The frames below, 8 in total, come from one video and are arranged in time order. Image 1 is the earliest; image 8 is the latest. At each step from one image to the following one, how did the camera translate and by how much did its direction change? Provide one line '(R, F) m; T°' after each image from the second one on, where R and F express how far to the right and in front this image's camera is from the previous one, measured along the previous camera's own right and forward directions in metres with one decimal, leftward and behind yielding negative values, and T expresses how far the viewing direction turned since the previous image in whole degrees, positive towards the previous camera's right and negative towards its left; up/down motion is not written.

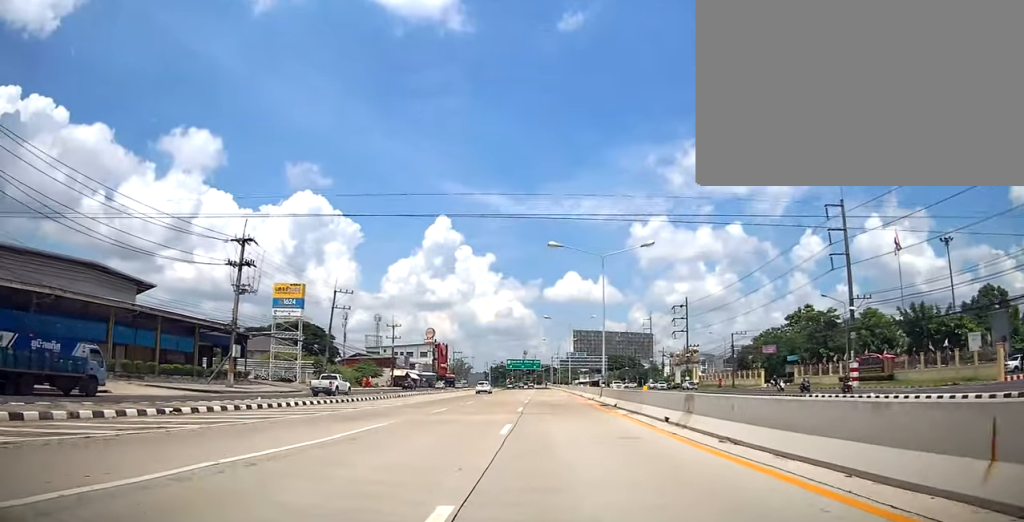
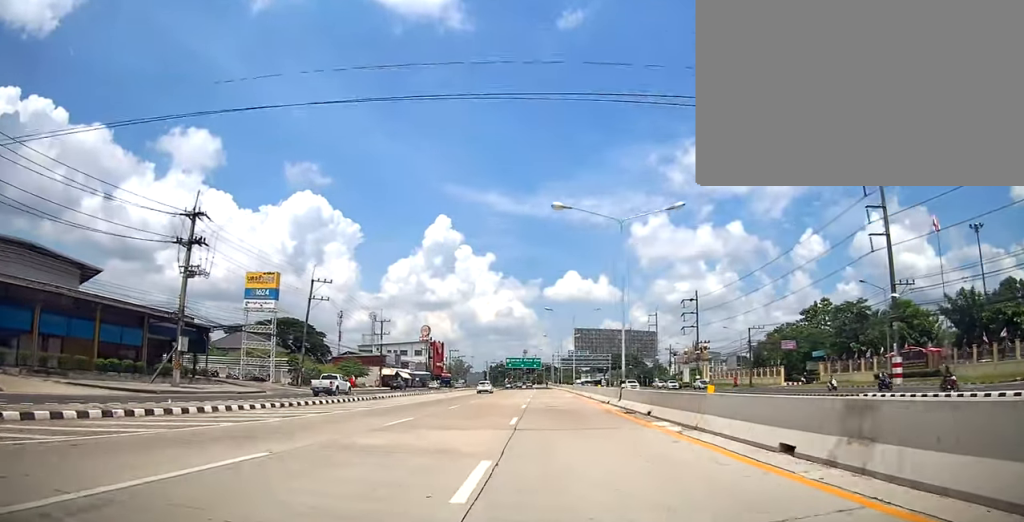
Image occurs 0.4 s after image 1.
(0.0, +7.5) m; 0°
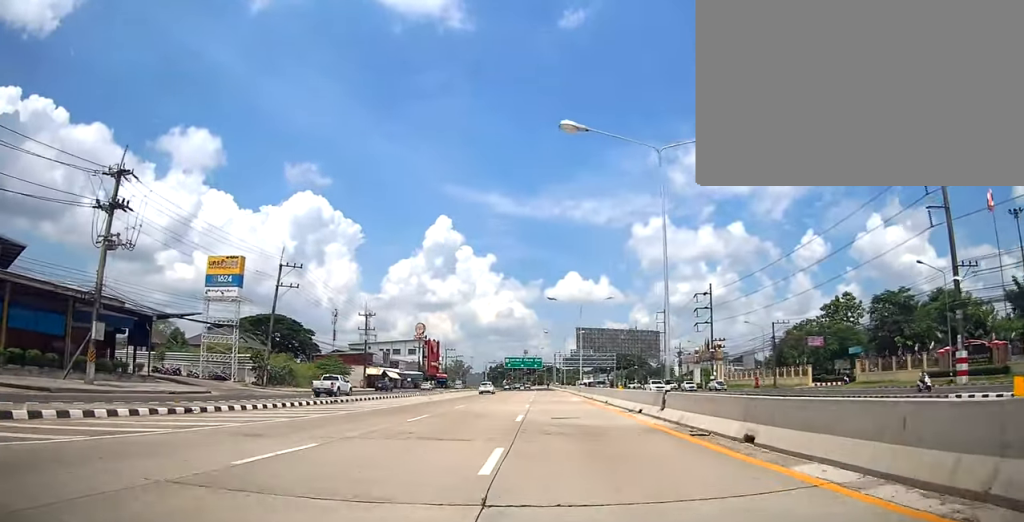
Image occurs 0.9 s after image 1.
(0.0, +8.7) m; 0°
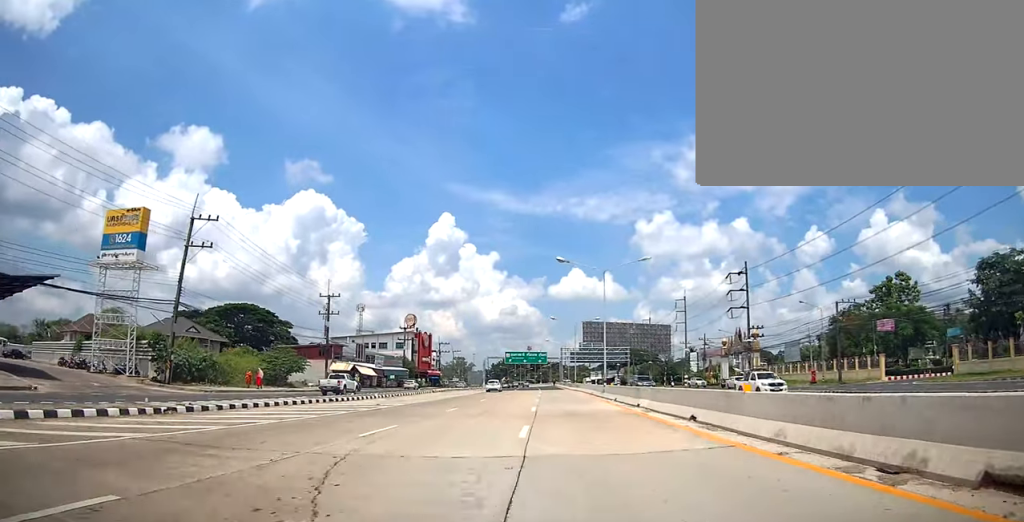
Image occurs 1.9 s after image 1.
(+0.1, +16.5) m; -2°
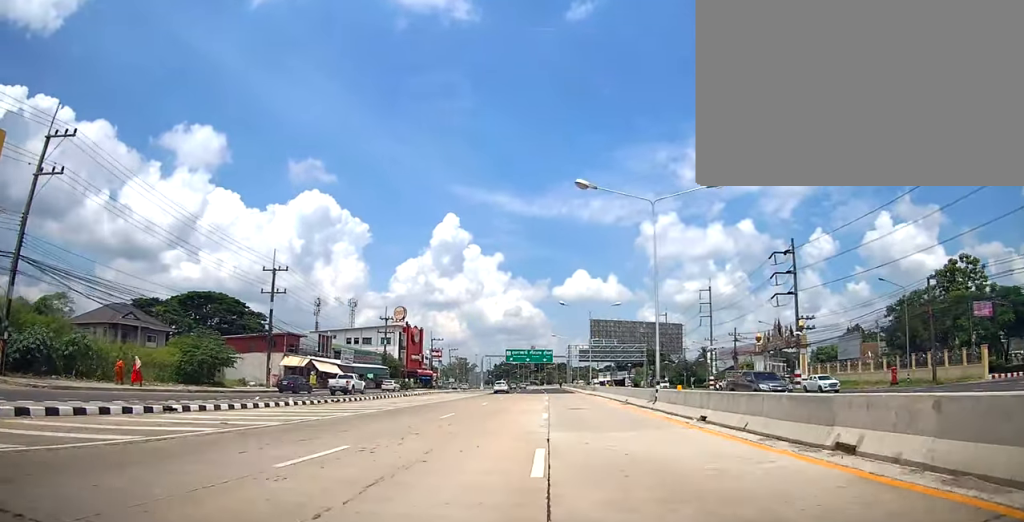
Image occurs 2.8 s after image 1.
(-0.7, +15.5) m; -1°
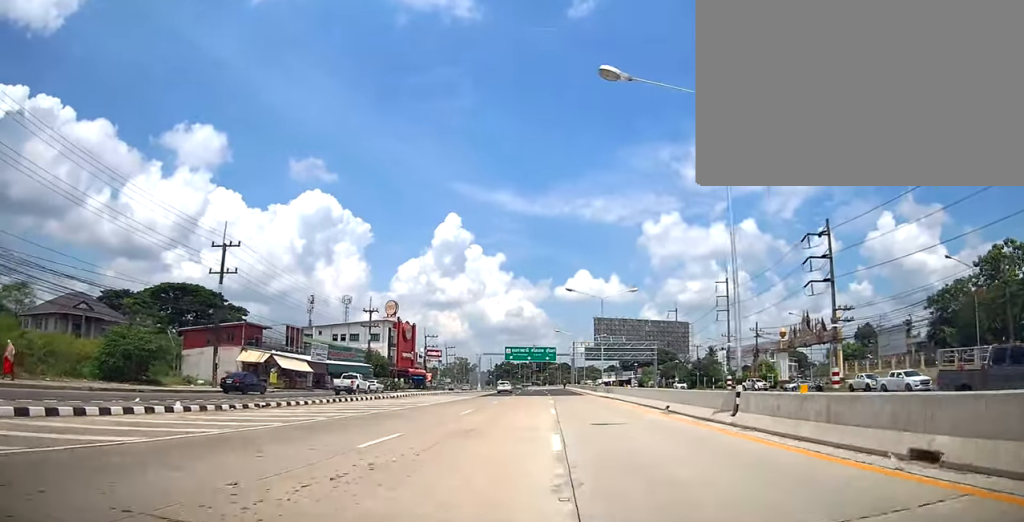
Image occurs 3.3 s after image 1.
(+0.1, +9.3) m; +1°
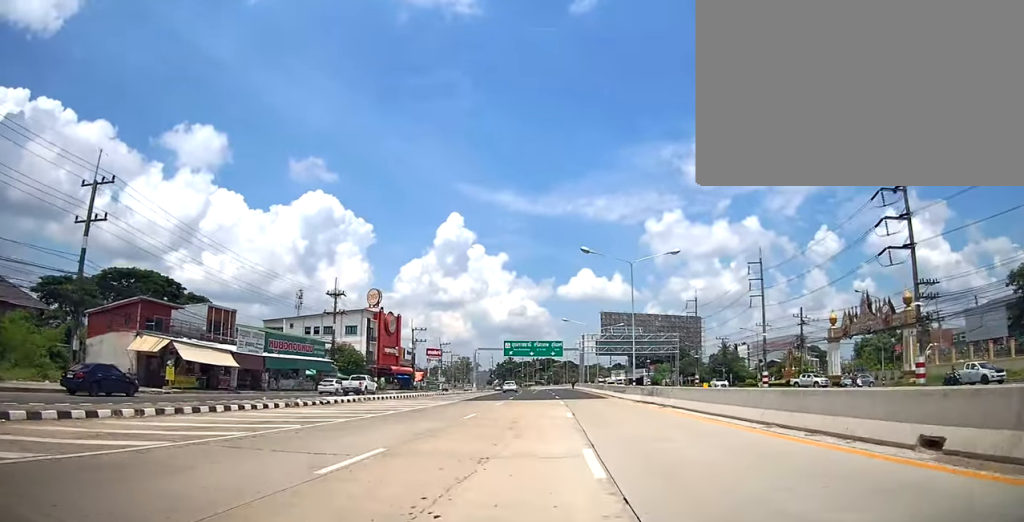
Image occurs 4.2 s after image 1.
(+0.2, +15.5) m; +1°
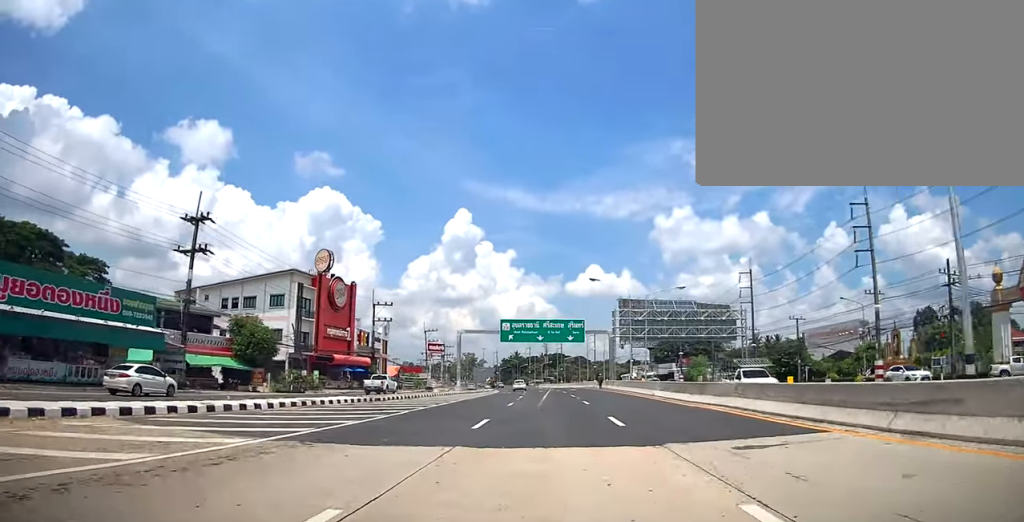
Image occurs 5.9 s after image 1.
(+0.1, +29.6) m; 0°
